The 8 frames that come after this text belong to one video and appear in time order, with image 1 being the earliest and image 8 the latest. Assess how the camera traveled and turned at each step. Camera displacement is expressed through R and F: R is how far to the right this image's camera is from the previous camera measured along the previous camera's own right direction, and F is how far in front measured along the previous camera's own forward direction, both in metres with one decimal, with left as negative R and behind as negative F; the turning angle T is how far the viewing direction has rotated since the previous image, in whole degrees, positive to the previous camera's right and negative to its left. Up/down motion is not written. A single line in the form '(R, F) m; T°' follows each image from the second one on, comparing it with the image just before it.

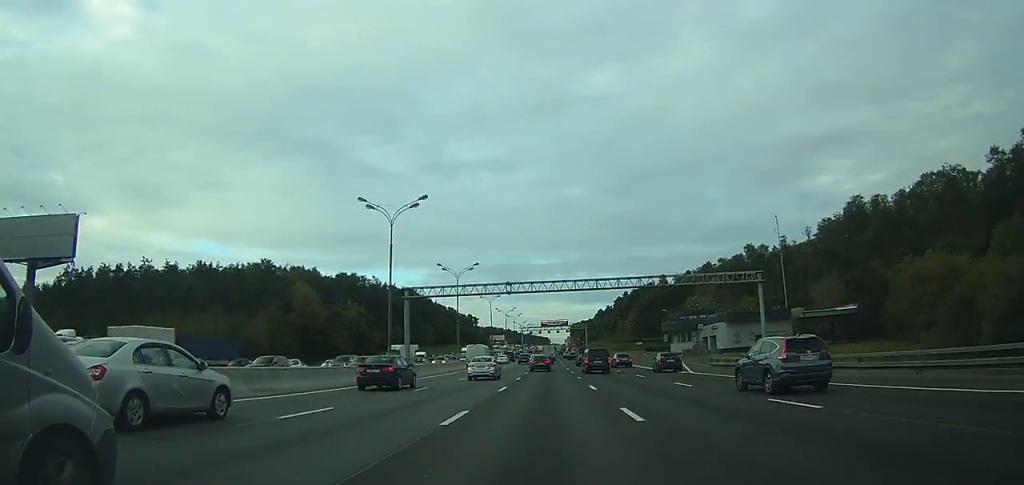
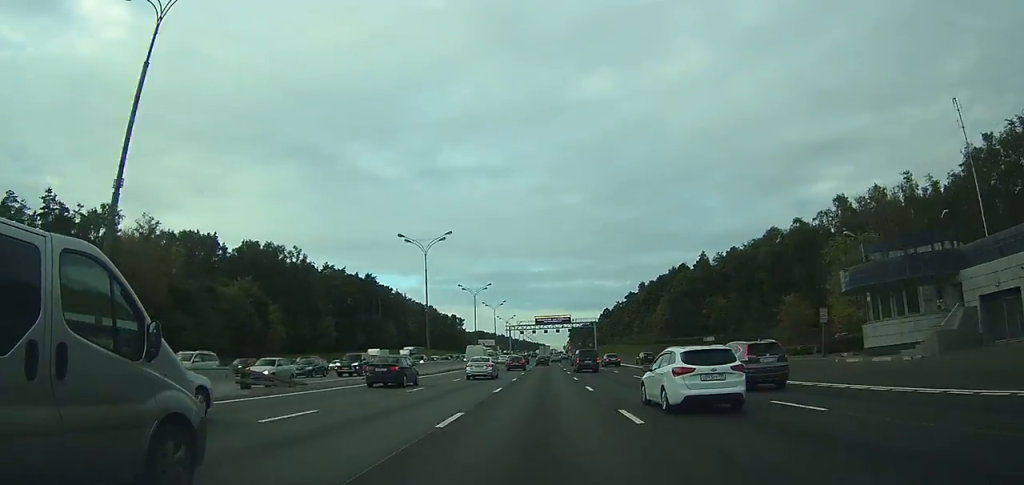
(+0.2, +47.1) m; 0°
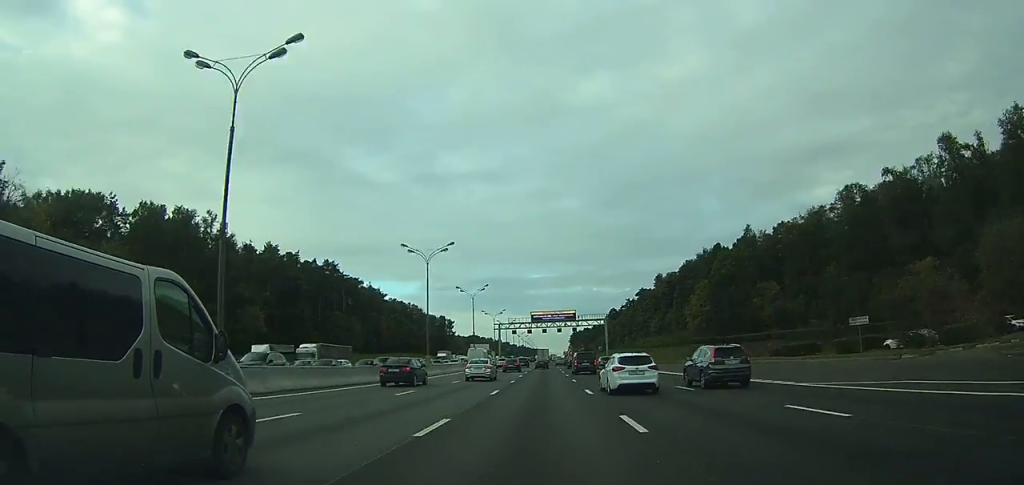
(0.0, +29.9) m; 0°
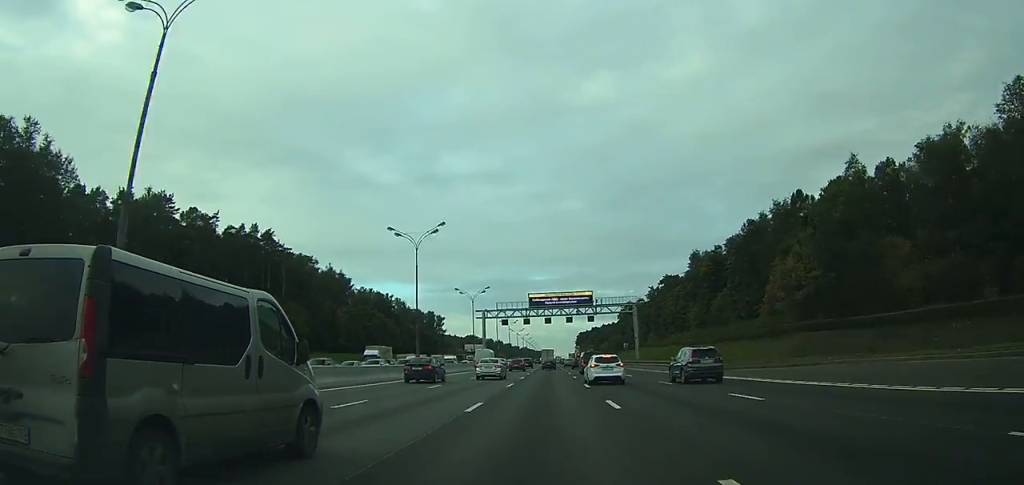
(-0.1, +39.6) m; 0°
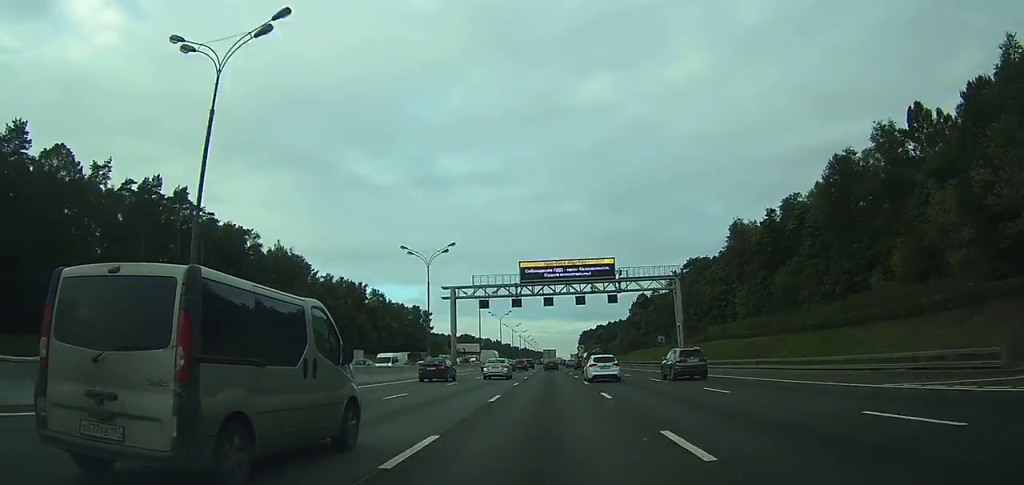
(0.0, +35.2) m; 0°
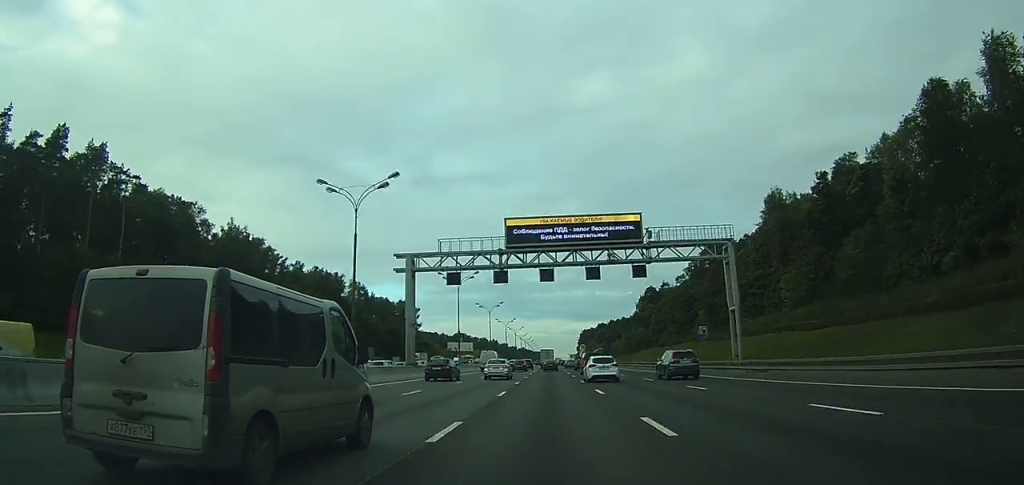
(0.0, +24.1) m; 0°
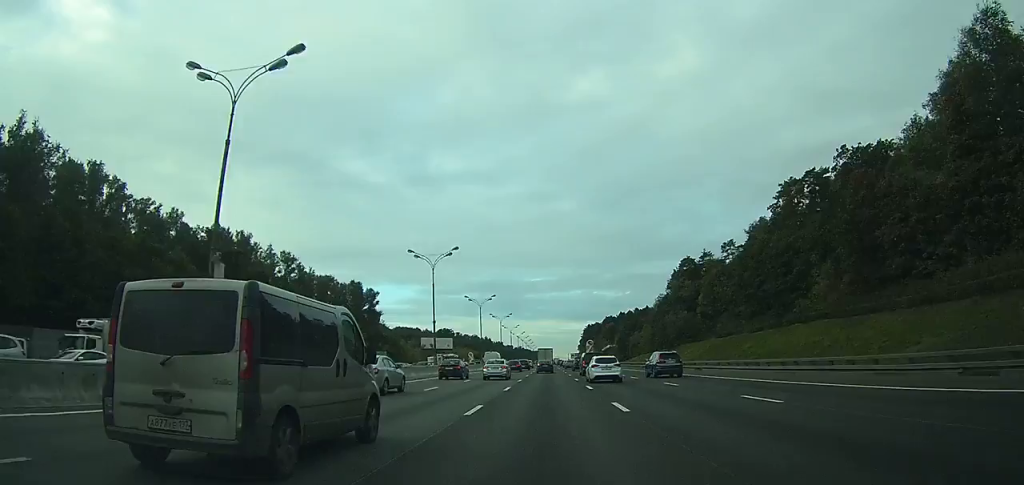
(+0.1, +66.0) m; 0°
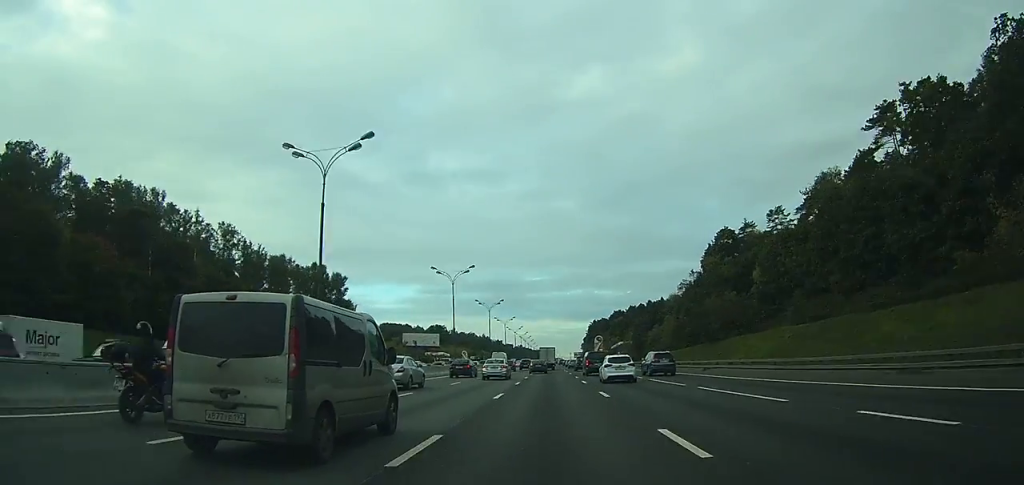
(+0.3, +37.3) m; 0°
